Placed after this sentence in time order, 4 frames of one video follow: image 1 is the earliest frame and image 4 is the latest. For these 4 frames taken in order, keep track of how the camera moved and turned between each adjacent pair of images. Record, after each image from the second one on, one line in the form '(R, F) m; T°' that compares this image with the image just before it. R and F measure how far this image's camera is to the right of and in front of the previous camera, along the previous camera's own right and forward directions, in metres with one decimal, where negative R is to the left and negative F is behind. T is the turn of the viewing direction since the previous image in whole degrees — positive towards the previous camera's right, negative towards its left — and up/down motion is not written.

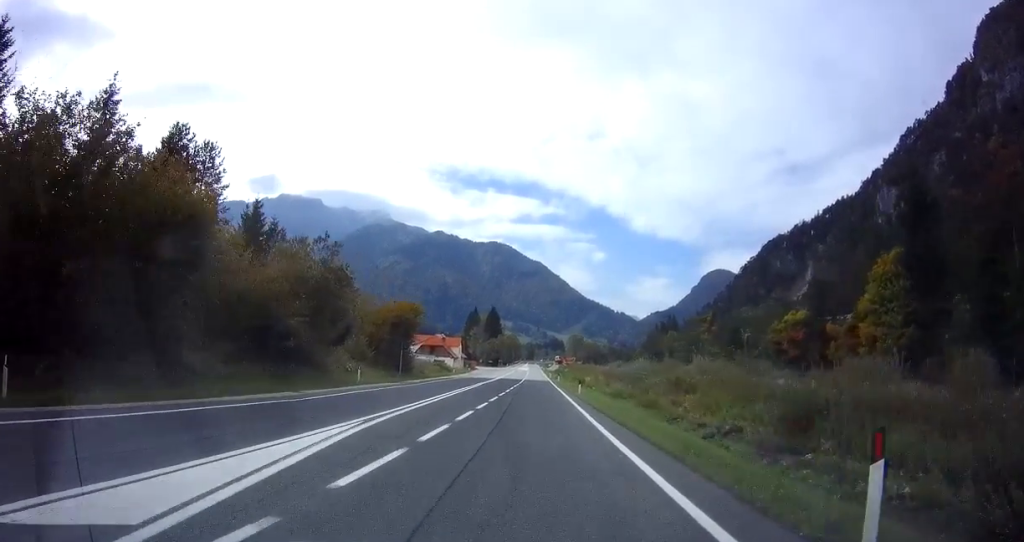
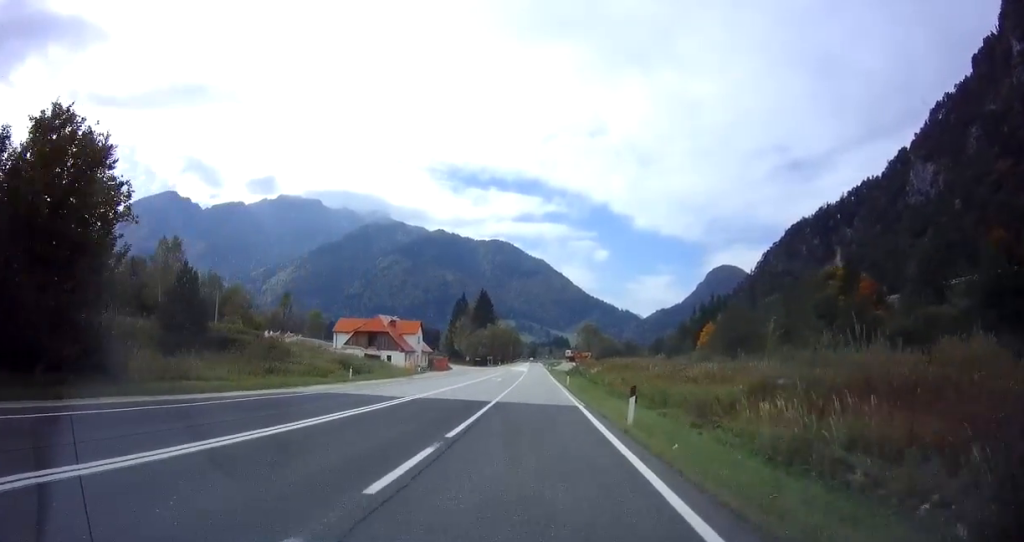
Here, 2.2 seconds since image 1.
(+0.6, +47.1) m; +1°
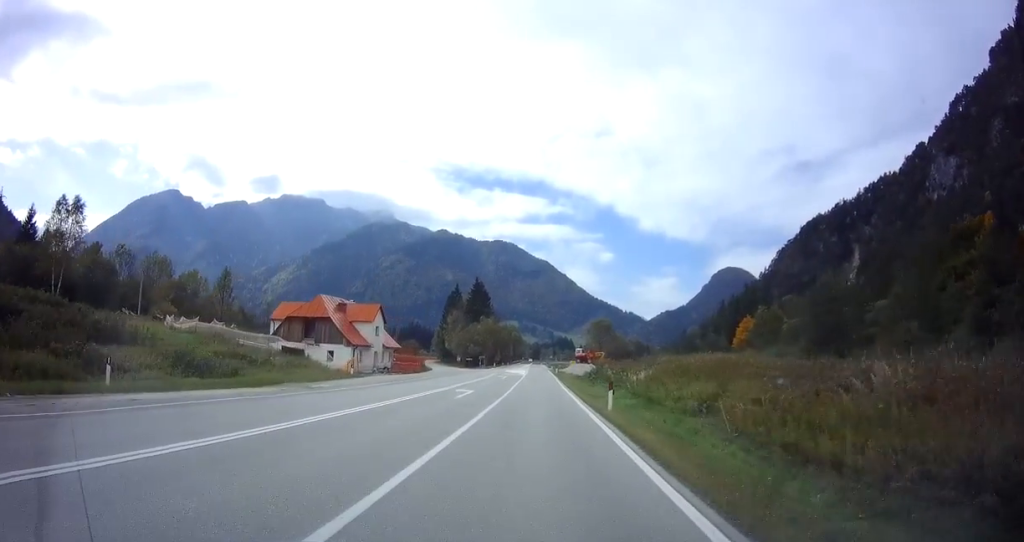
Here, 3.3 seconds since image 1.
(-0.1, +22.6) m; 0°
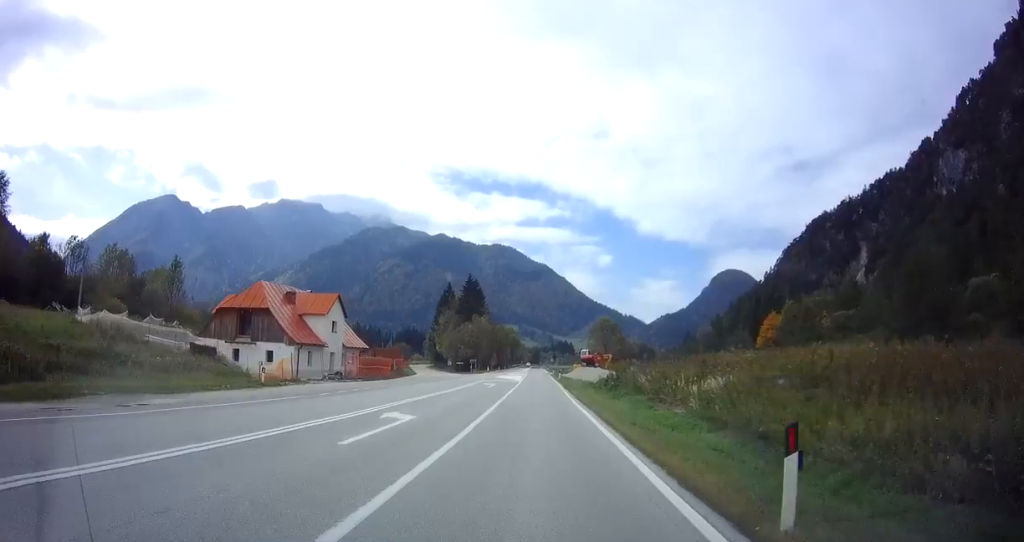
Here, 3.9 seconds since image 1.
(+0.2, +13.4) m; 0°
